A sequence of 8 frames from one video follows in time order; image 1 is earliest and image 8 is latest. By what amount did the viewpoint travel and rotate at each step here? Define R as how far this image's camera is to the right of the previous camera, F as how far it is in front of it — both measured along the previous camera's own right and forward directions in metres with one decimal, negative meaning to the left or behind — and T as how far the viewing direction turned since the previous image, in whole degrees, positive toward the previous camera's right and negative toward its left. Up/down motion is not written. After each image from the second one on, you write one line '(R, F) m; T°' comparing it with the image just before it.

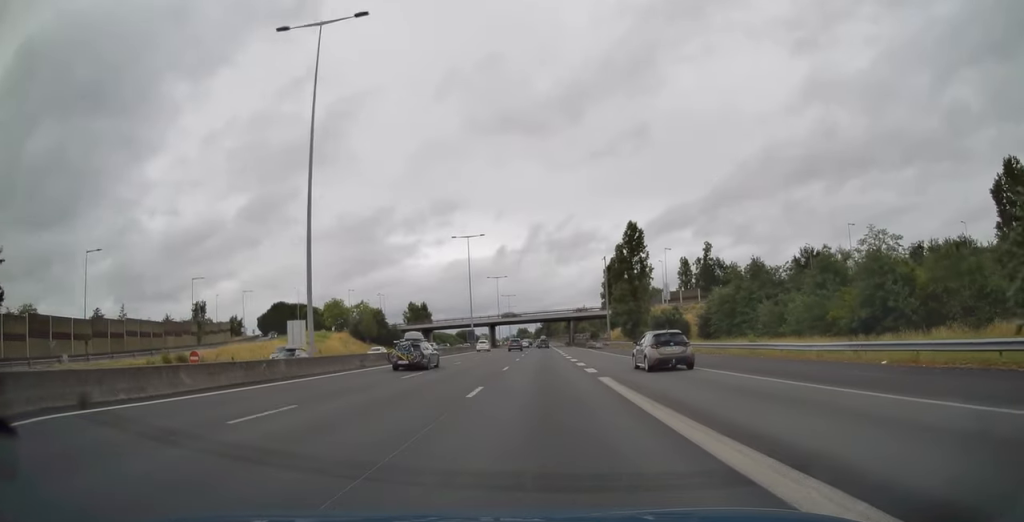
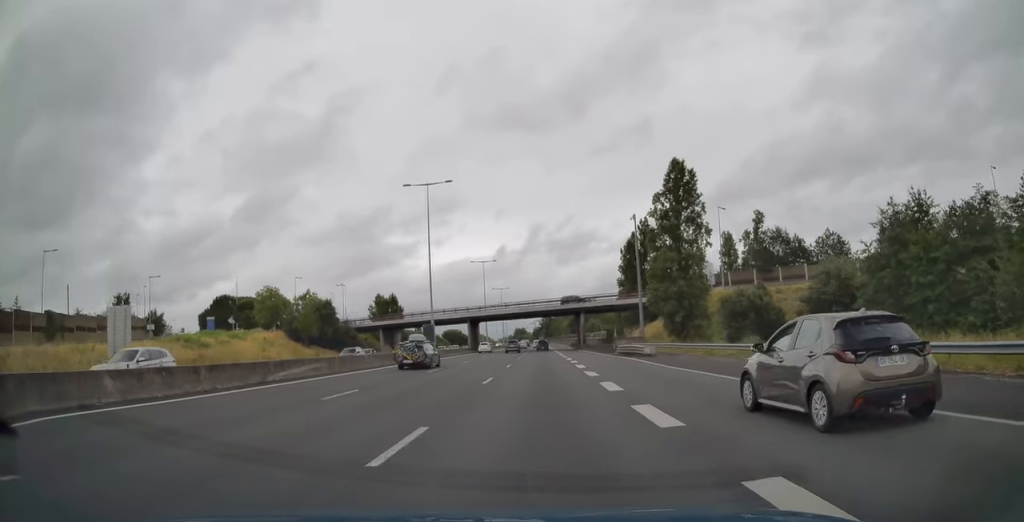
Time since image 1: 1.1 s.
(+0.1, +34.5) m; 0°
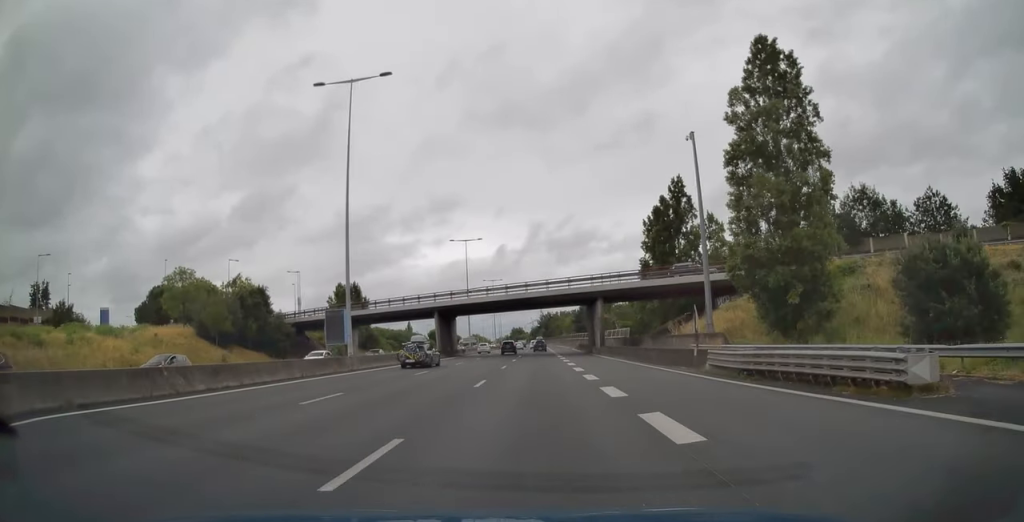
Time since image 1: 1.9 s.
(+0.1, +27.4) m; 0°
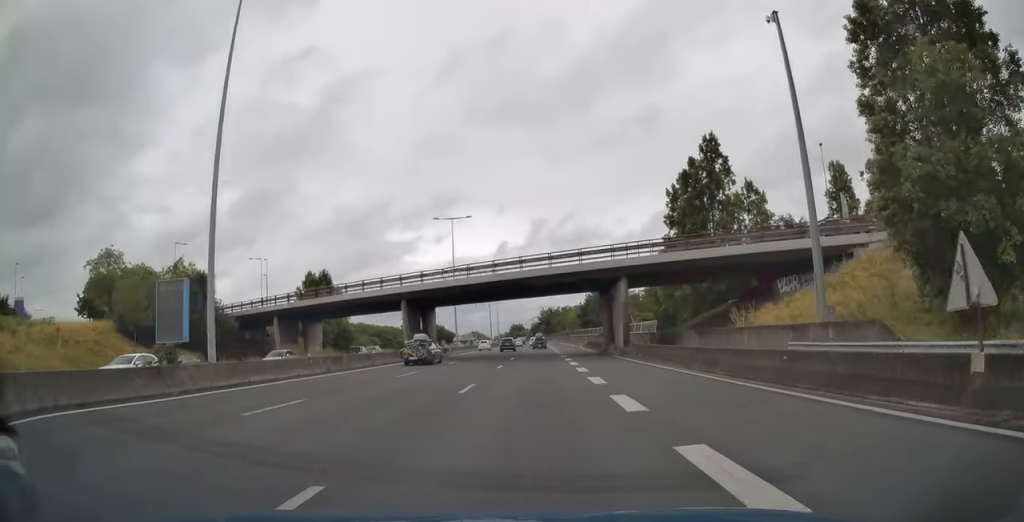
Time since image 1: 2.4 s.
(+0.1, +16.1) m; 0°
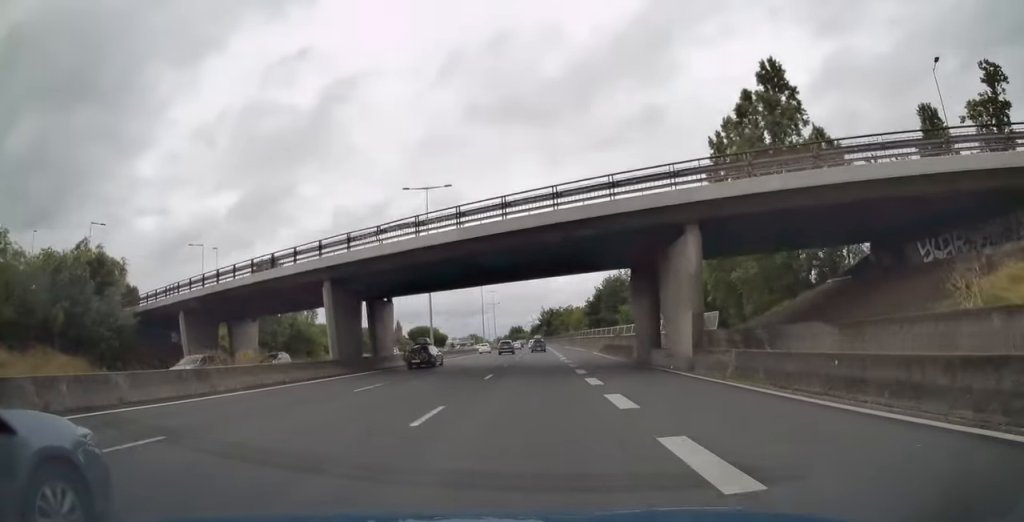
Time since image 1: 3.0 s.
(-0.2, +18.8) m; 0°
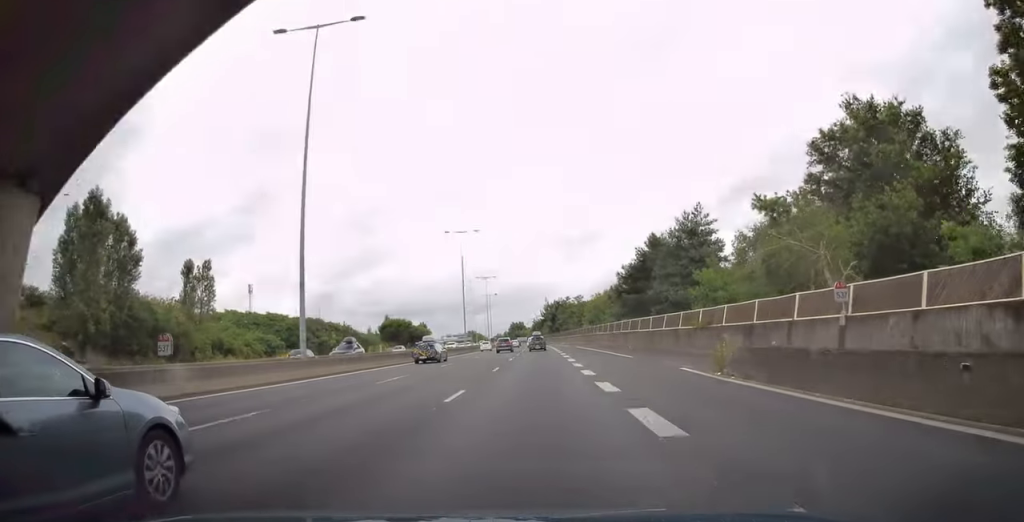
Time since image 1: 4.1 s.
(+0.1, +35.9) m; 0°
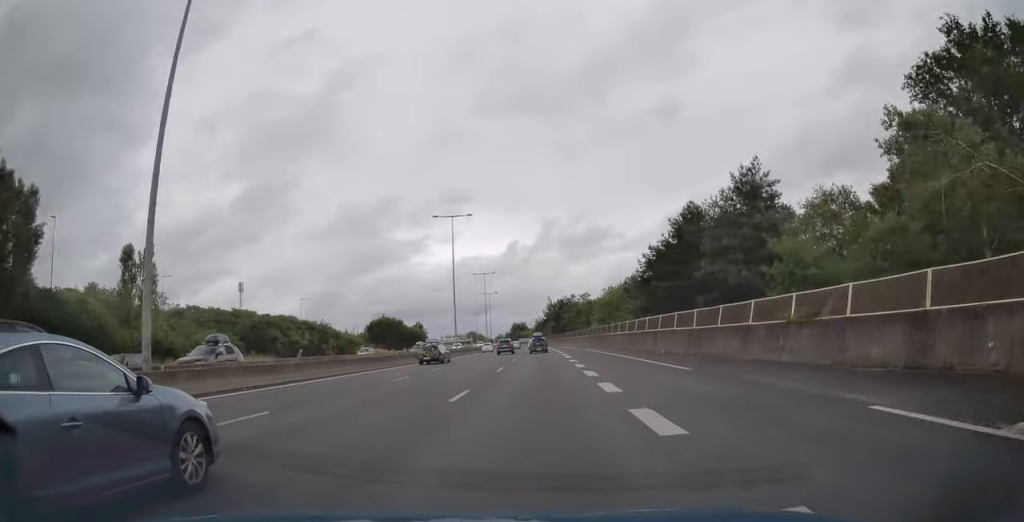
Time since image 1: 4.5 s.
(+0.1, +12.8) m; 0°
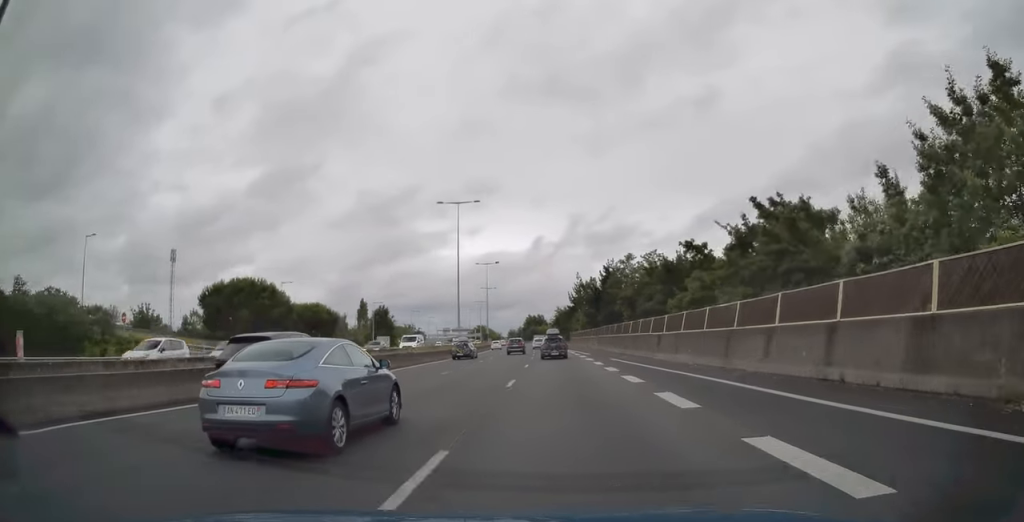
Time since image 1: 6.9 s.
(-1.0, +75.4) m; -2°
